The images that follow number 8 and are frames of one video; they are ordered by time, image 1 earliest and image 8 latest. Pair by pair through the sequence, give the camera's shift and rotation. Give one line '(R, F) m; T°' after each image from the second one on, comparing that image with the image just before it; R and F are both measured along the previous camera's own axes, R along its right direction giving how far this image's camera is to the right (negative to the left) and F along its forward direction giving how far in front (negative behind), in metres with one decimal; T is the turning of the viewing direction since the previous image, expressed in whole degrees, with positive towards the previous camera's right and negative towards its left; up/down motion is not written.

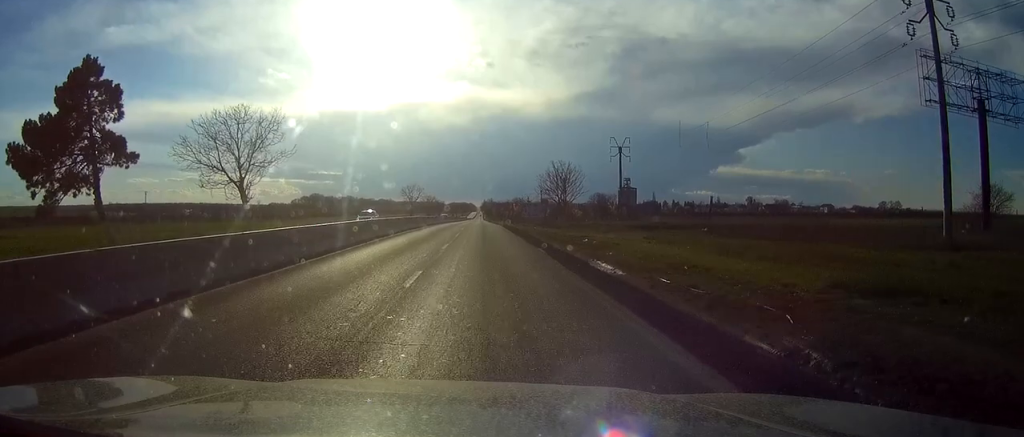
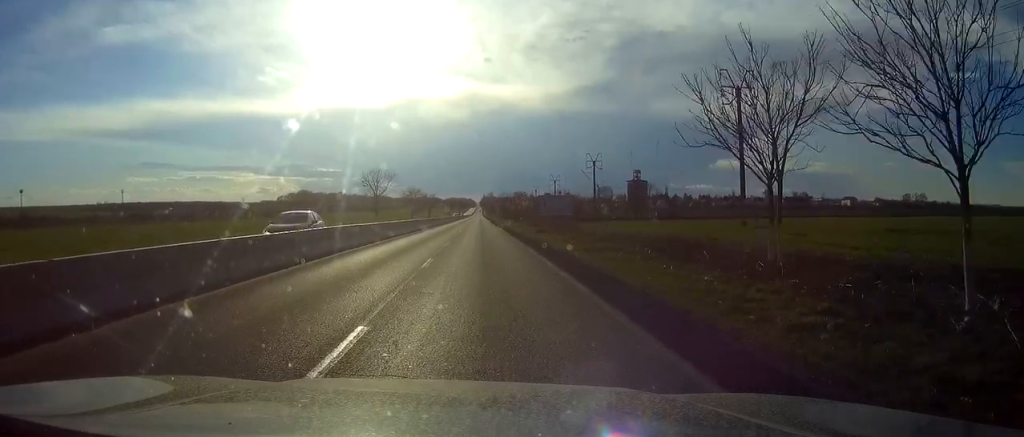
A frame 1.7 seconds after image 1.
(0.0, +55.2) m; 0°
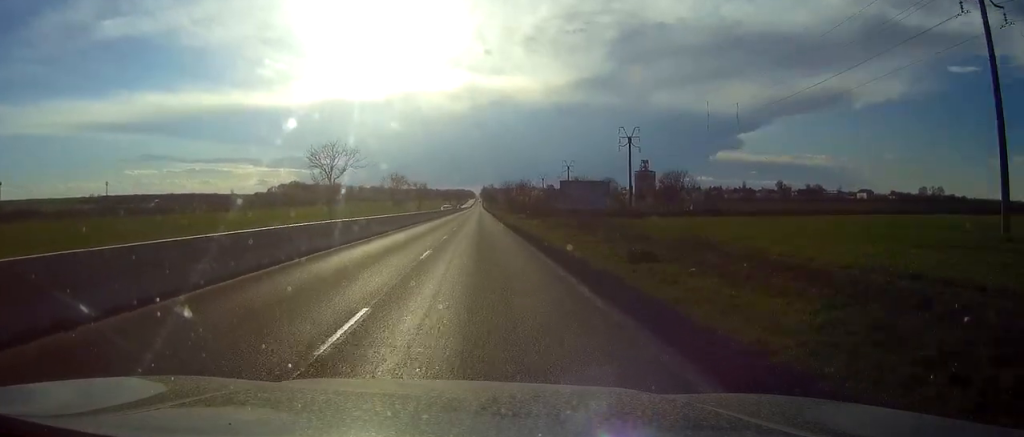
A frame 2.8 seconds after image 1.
(0.0, +33.9) m; 0°
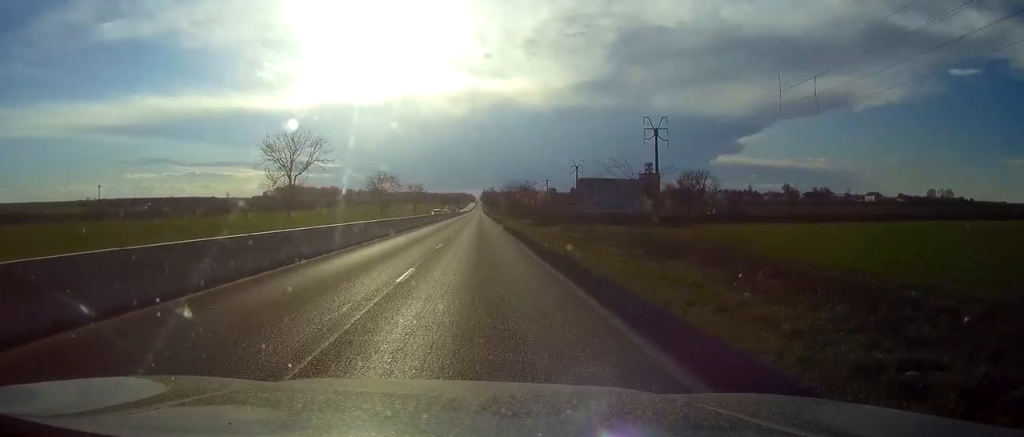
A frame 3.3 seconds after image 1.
(0.0, +16.9) m; 0°
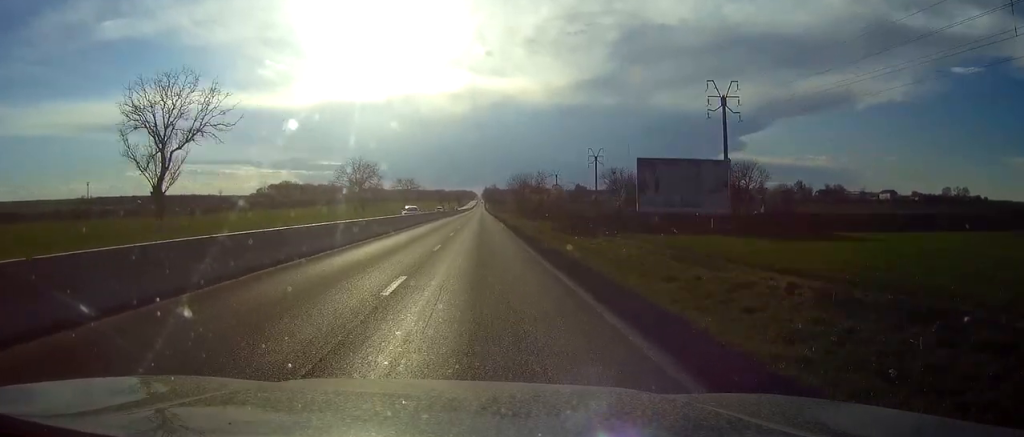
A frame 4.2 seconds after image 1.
(-0.1, +26.4) m; 0°
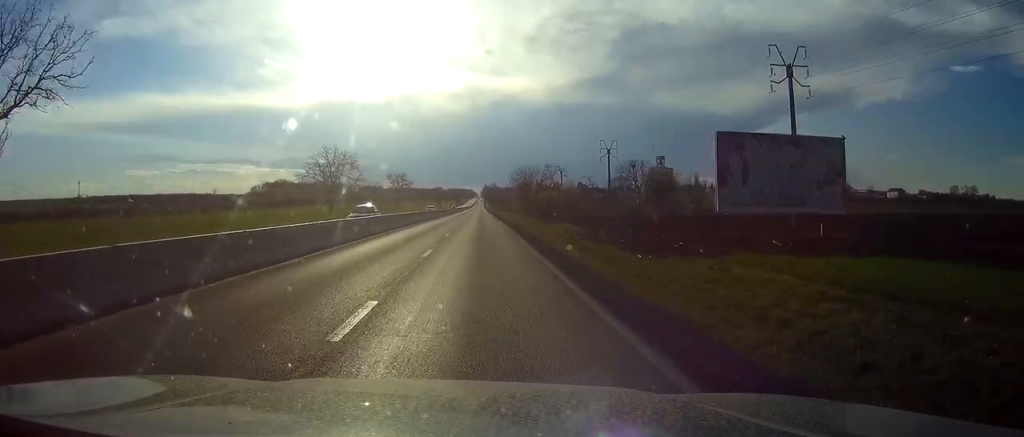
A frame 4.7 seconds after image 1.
(+0.1, +15.9) m; 0°
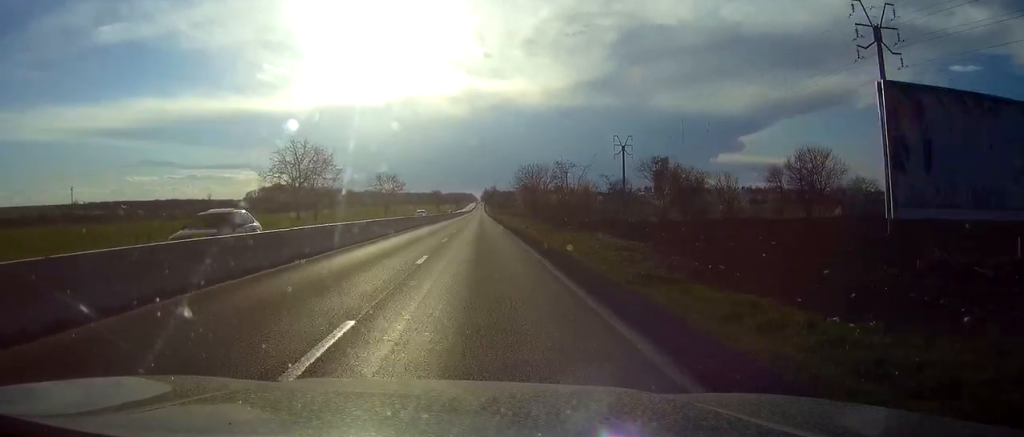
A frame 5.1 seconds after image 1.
(0.0, +13.7) m; 0°
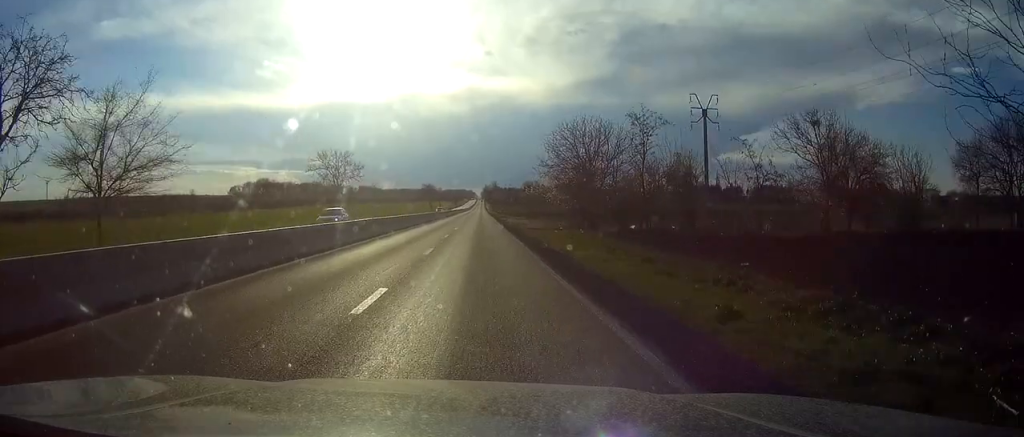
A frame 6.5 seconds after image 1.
(0.0, +44.5) m; 0°
